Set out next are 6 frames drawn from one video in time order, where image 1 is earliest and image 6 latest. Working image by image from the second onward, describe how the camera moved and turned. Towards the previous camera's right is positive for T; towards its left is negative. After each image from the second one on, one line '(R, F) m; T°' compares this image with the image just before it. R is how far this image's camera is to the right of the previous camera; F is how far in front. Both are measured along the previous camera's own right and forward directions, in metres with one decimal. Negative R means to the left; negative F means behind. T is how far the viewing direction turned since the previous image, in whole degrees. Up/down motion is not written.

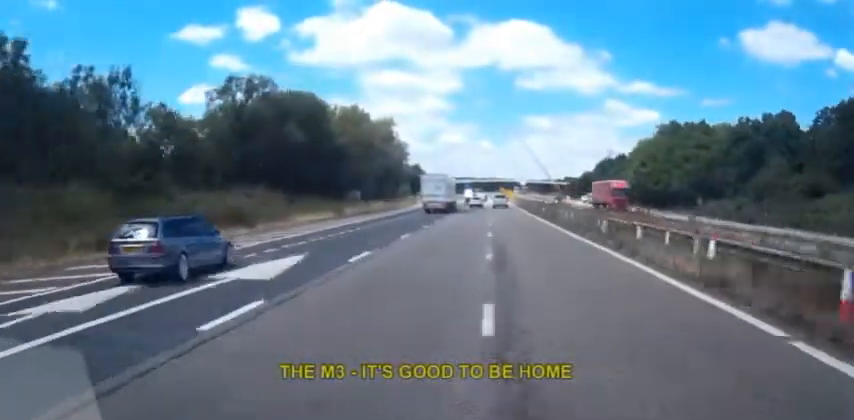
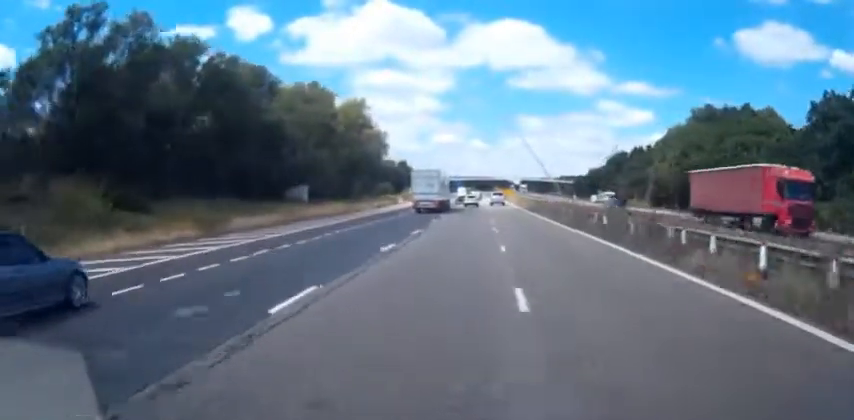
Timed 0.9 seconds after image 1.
(-1.3, +26.7) m; -3°
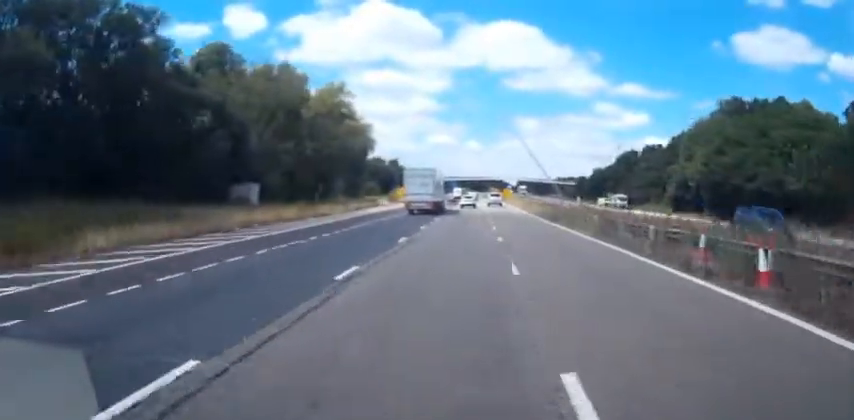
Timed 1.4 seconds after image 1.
(-0.1, +14.7) m; 0°
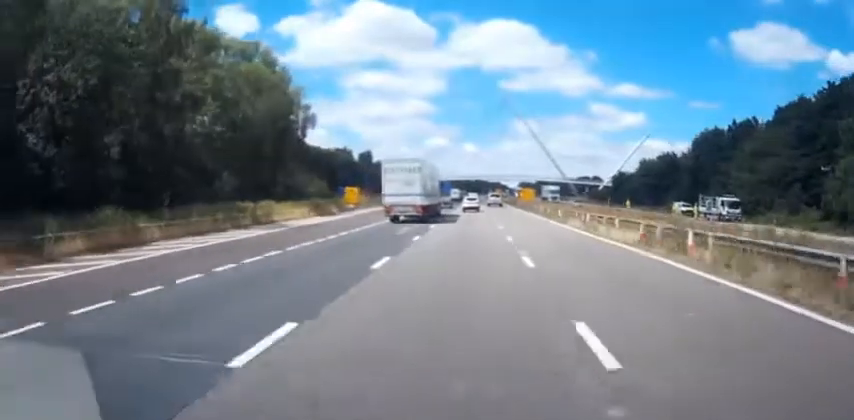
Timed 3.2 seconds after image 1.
(-0.4, +51.9) m; -1°
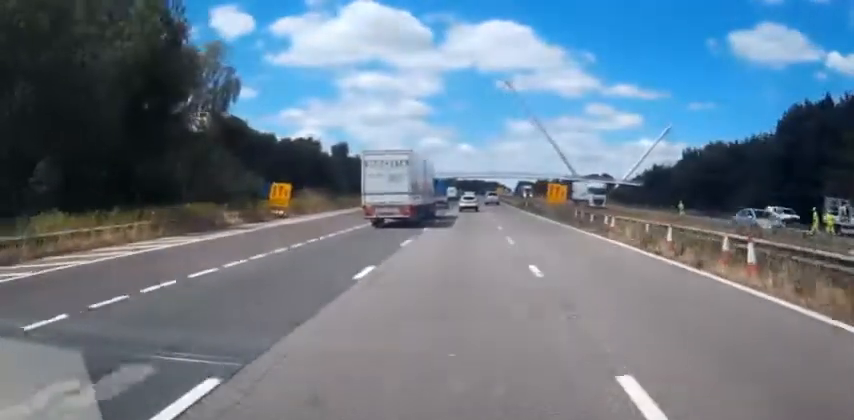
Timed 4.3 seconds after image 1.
(0.0, +29.0) m; 0°
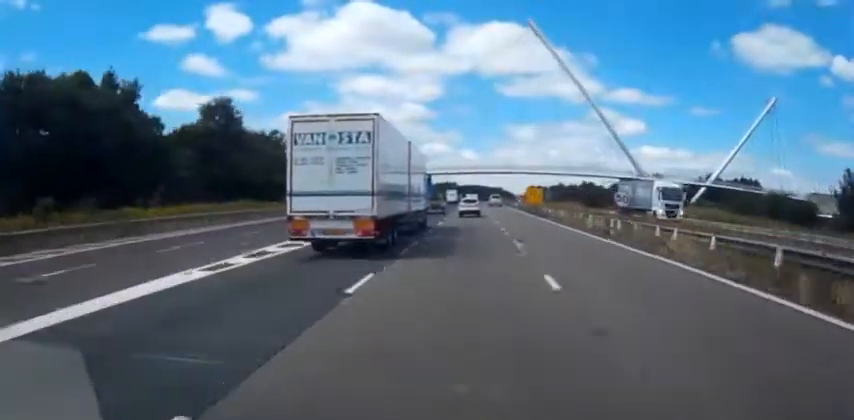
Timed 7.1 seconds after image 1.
(+1.0, +73.3) m; +2°
